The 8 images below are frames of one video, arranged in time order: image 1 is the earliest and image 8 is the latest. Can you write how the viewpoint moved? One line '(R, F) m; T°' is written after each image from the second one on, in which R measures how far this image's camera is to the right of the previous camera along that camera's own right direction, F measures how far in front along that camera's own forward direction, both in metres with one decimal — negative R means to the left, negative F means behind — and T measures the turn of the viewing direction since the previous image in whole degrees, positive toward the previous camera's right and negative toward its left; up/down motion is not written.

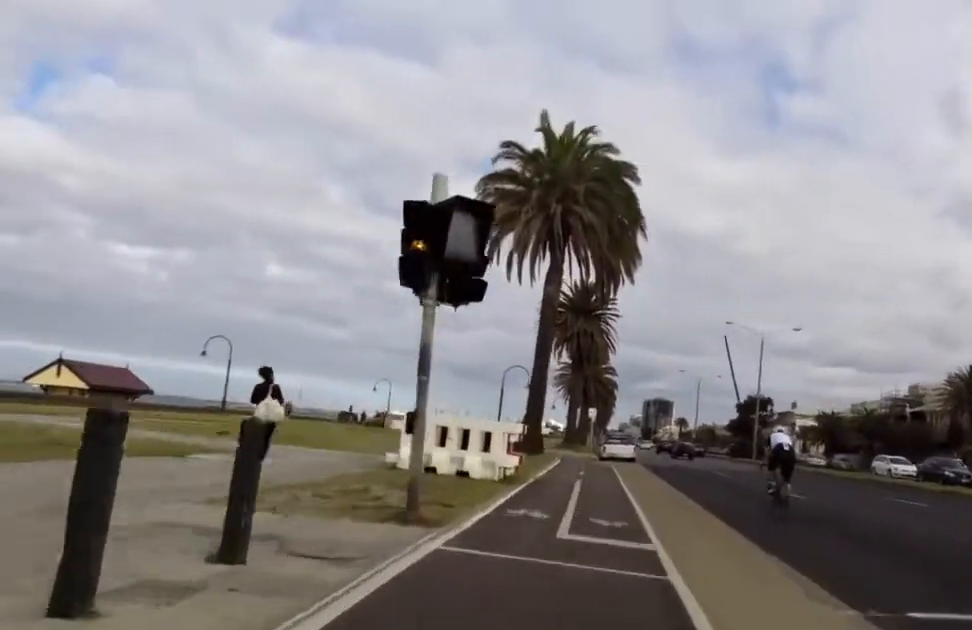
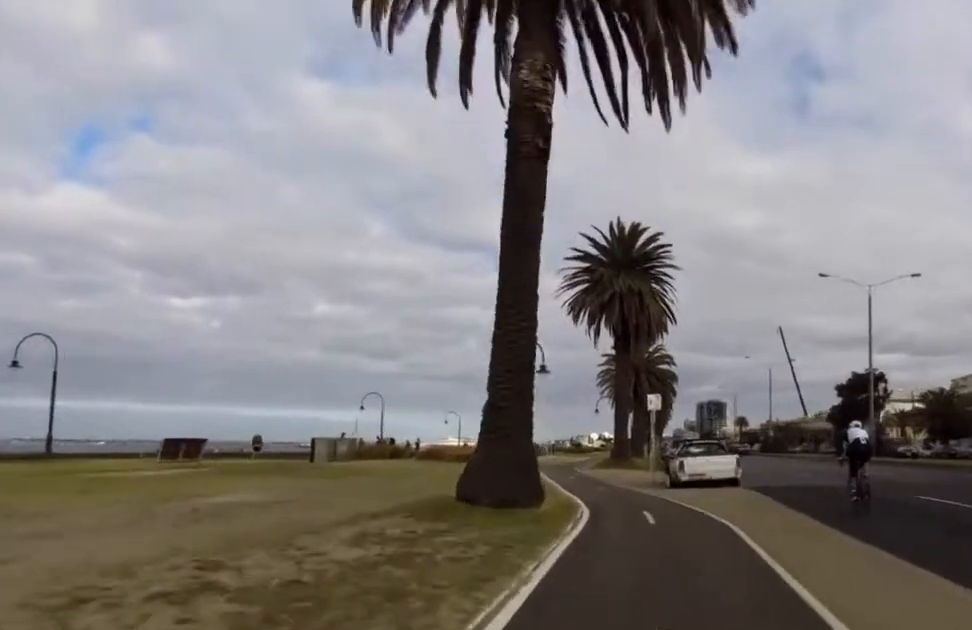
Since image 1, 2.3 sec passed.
(+1.1, +17.9) m; -3°
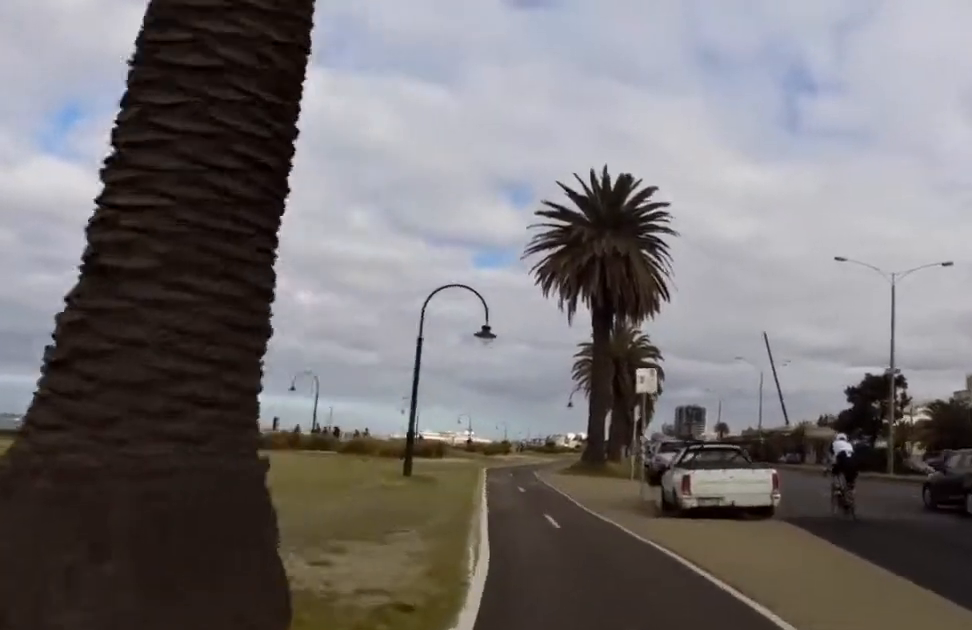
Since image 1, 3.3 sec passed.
(-0.6, +7.9) m; -4°
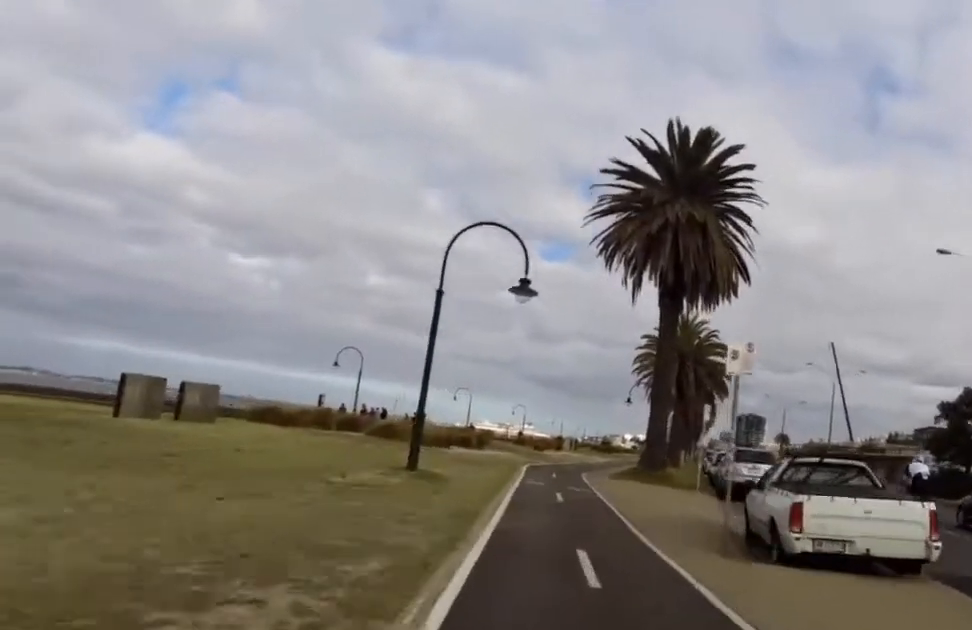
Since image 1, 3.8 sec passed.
(0.0, +4.5) m; 0°
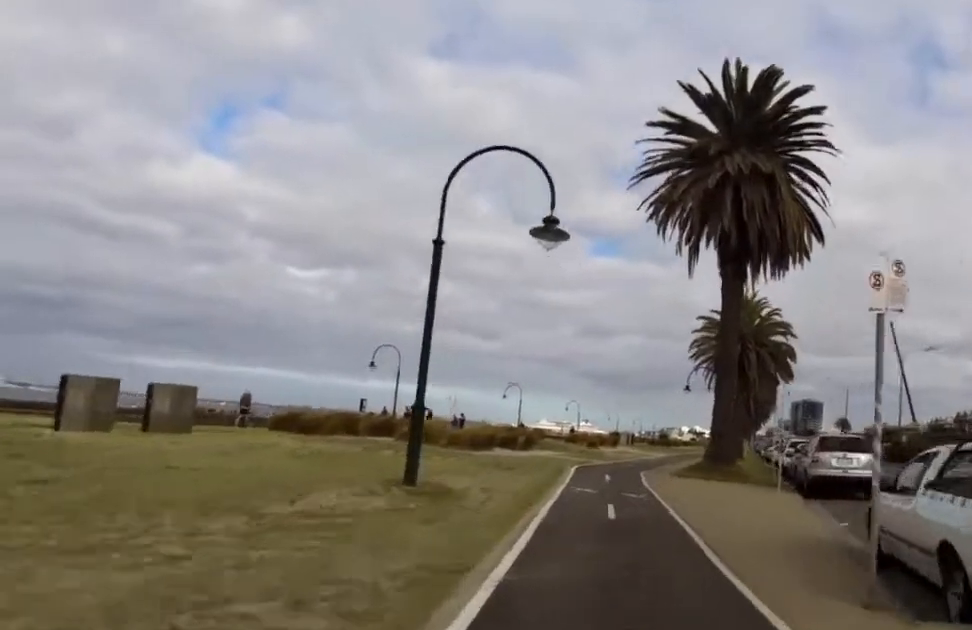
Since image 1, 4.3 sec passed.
(0.0, +3.7) m; 0°
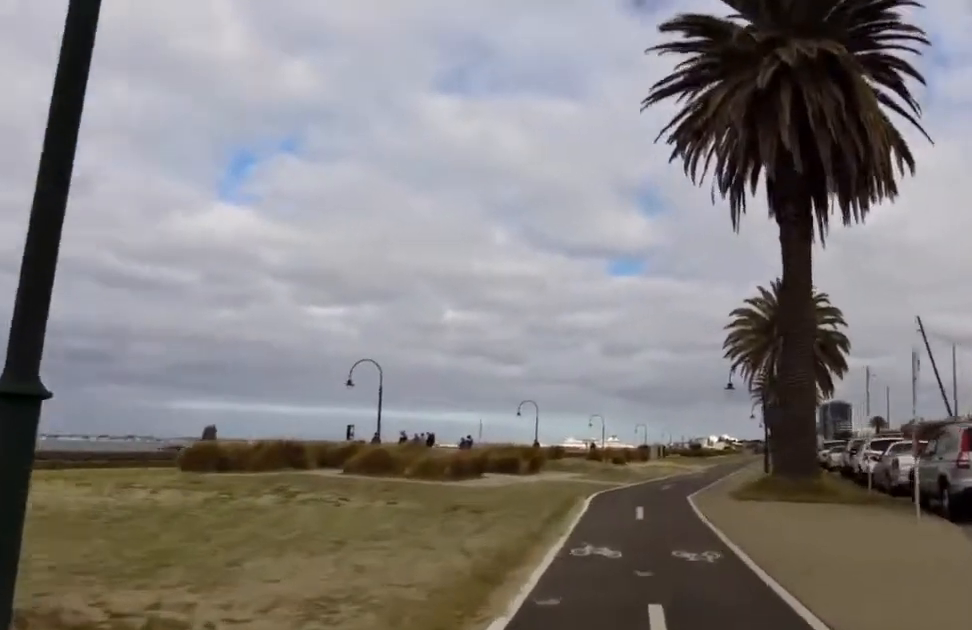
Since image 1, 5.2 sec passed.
(0.0, +7.1) m; 0°
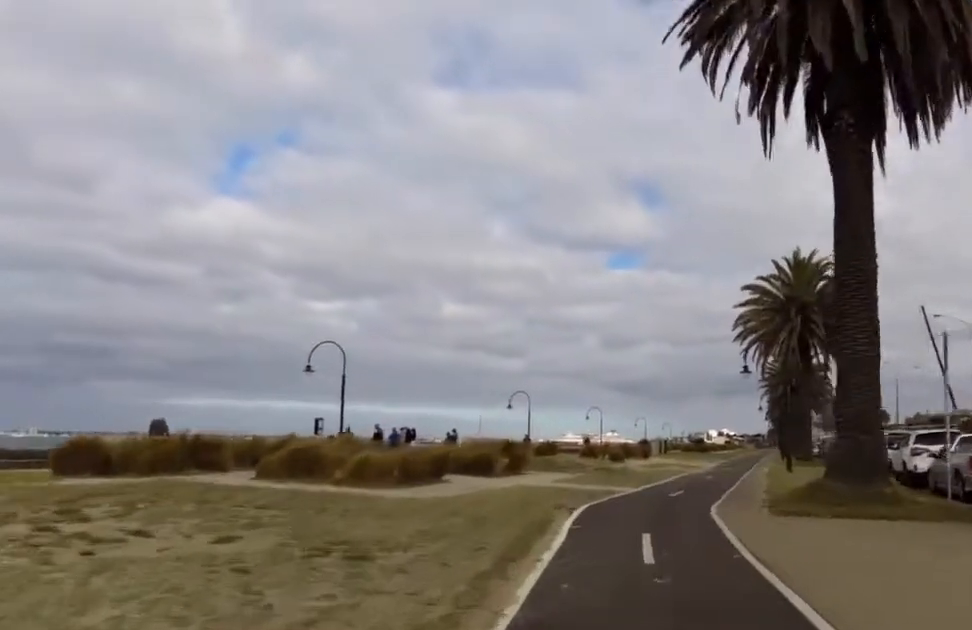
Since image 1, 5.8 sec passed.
(0.0, +4.4) m; 0°
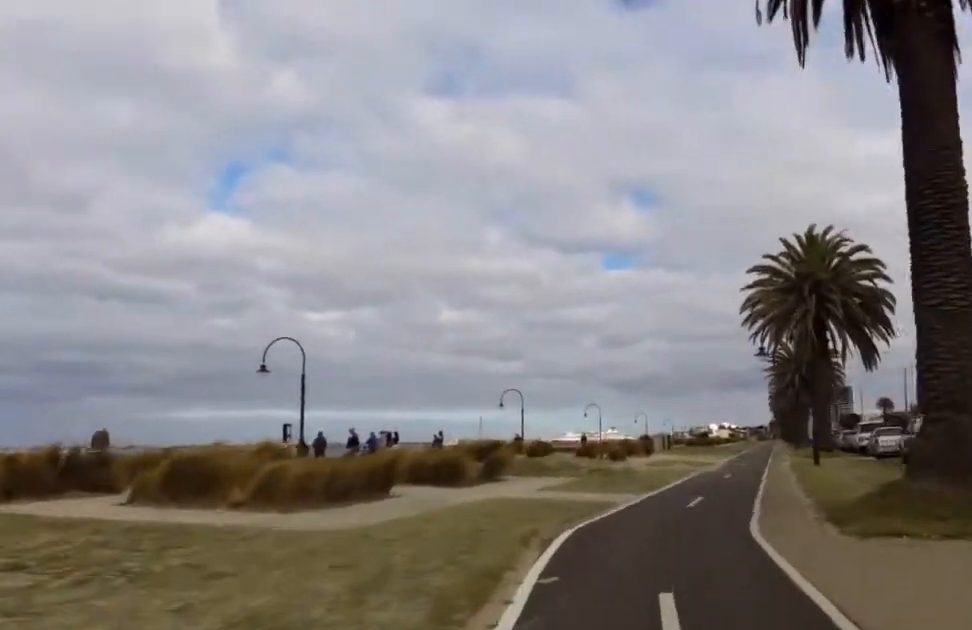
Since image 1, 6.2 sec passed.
(0.0, +3.6) m; 0°
